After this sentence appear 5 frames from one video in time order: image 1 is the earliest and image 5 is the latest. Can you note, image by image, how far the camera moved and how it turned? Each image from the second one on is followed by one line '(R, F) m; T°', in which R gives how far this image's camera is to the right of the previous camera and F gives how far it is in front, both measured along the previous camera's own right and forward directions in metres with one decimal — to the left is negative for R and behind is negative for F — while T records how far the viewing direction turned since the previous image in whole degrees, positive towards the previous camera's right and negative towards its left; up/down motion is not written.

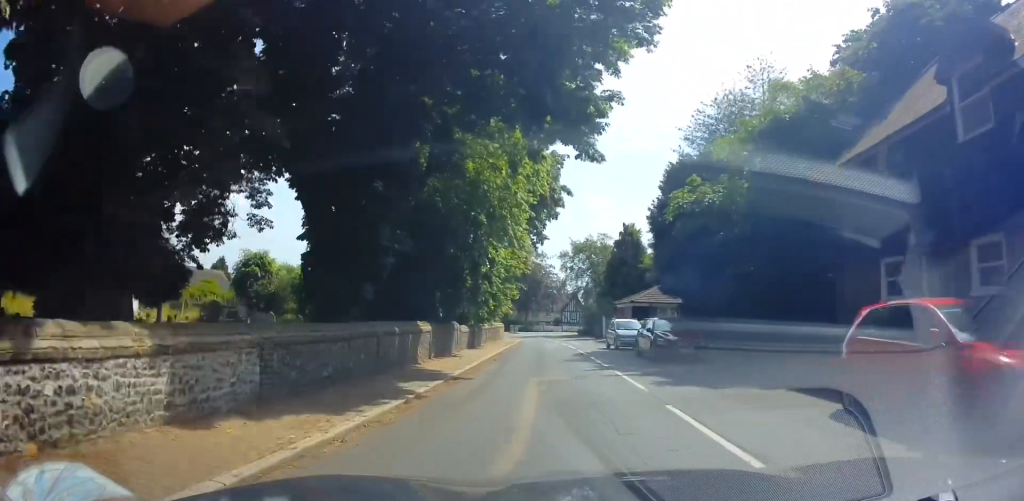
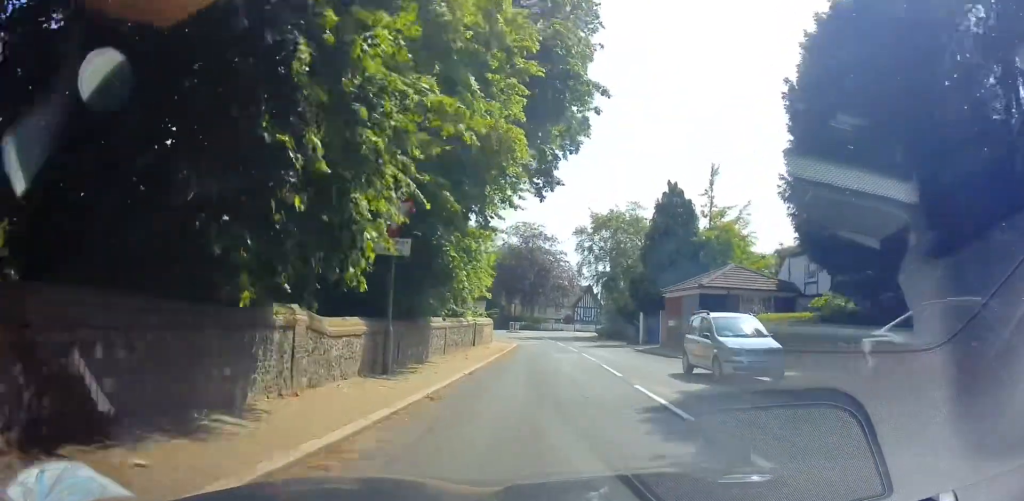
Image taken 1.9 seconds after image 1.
(0.0, +14.4) m; 0°
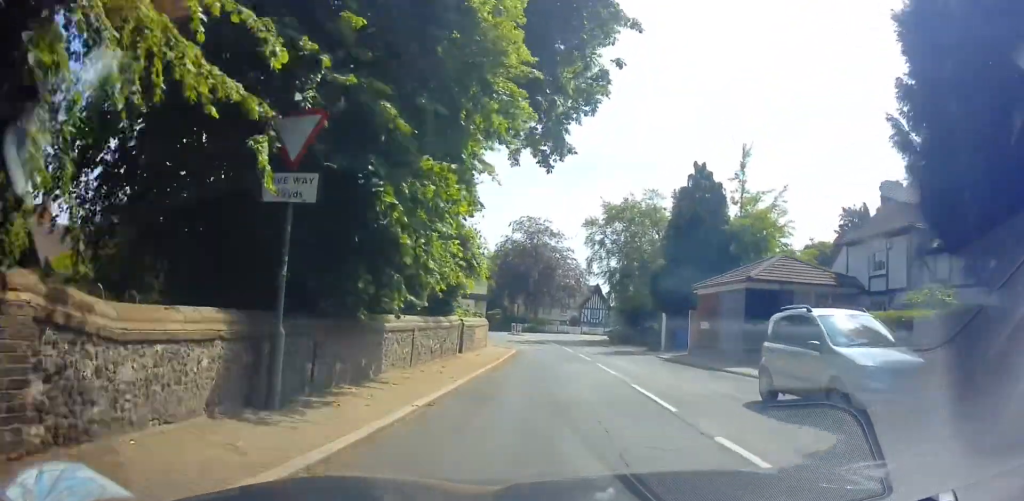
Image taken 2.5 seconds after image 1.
(0.0, +4.7) m; 0°
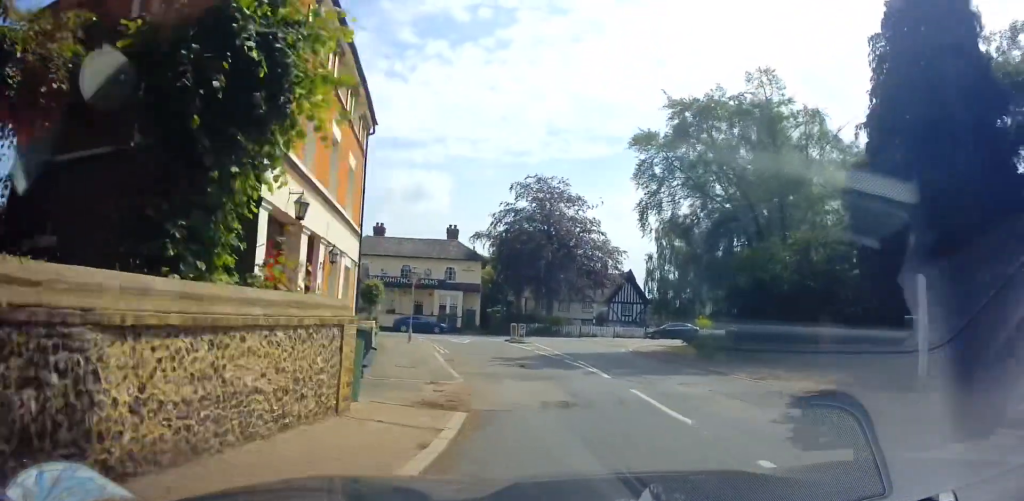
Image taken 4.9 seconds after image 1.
(-0.1, +18.8) m; -4°
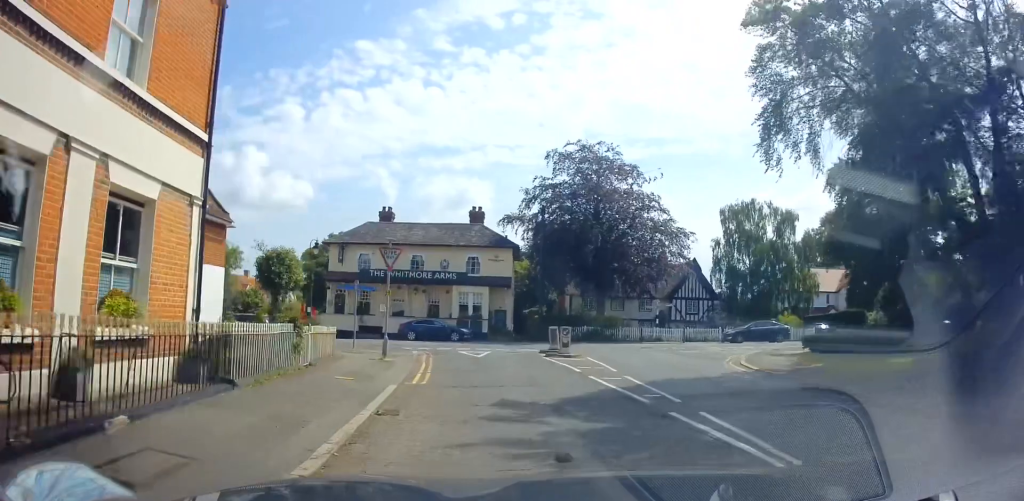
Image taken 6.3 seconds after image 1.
(-0.8, +10.4) m; -8°
